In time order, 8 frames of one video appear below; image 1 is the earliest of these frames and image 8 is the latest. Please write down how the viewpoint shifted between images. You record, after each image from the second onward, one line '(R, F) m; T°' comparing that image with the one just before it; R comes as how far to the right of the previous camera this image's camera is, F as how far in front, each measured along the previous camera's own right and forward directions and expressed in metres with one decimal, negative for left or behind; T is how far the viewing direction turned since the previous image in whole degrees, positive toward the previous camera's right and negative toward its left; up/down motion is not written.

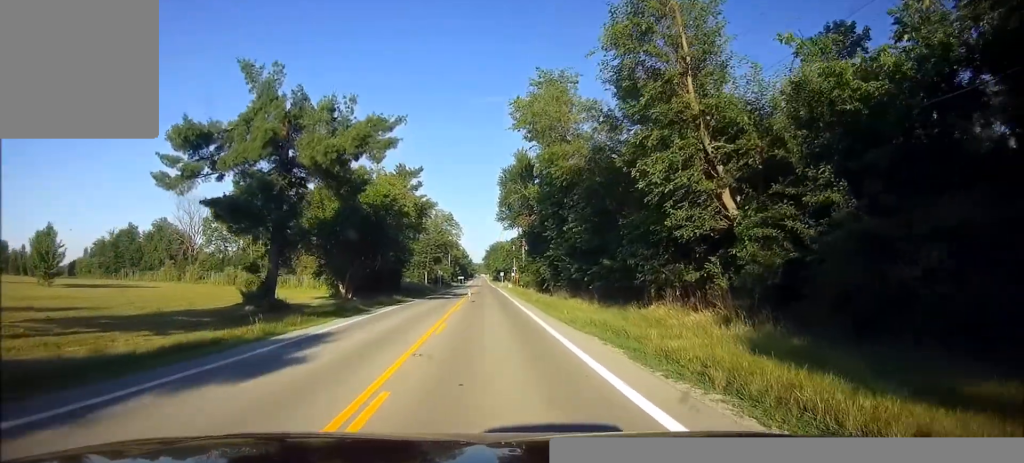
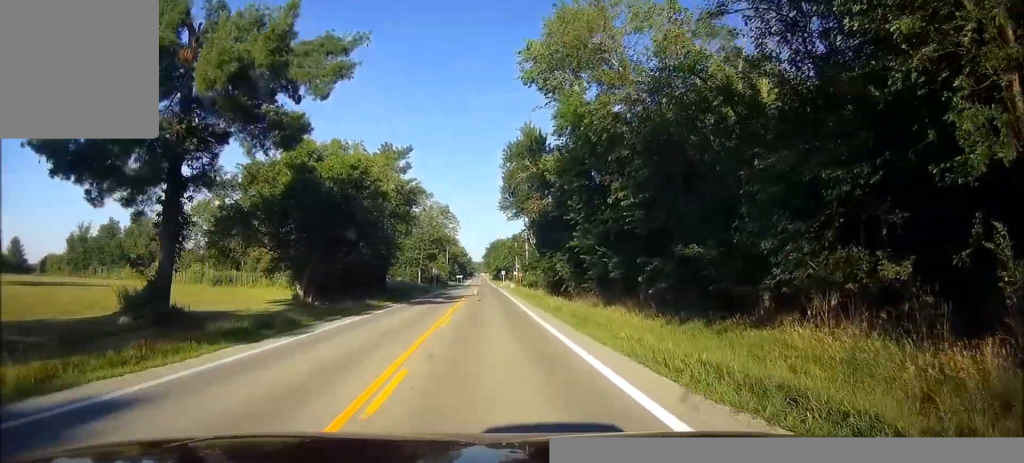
(+0.1, +10.2) m; +2°
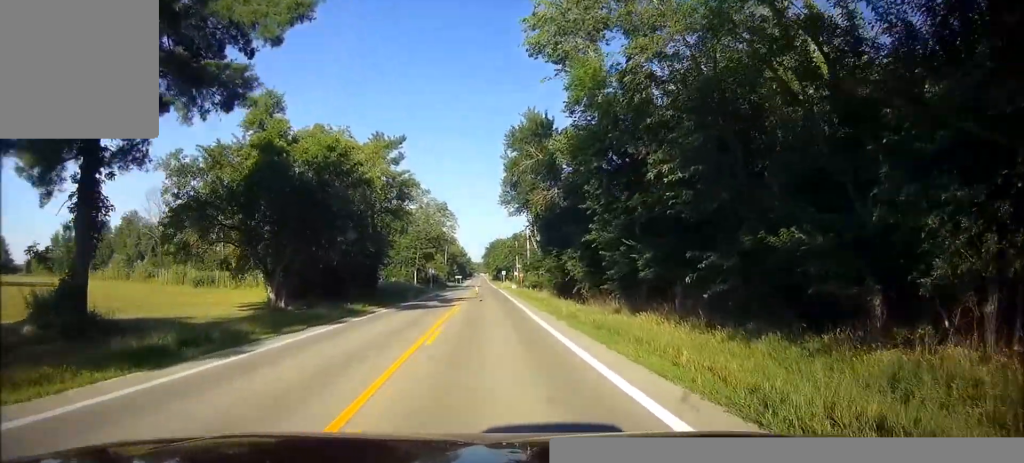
(0.0, +4.7) m; +1°
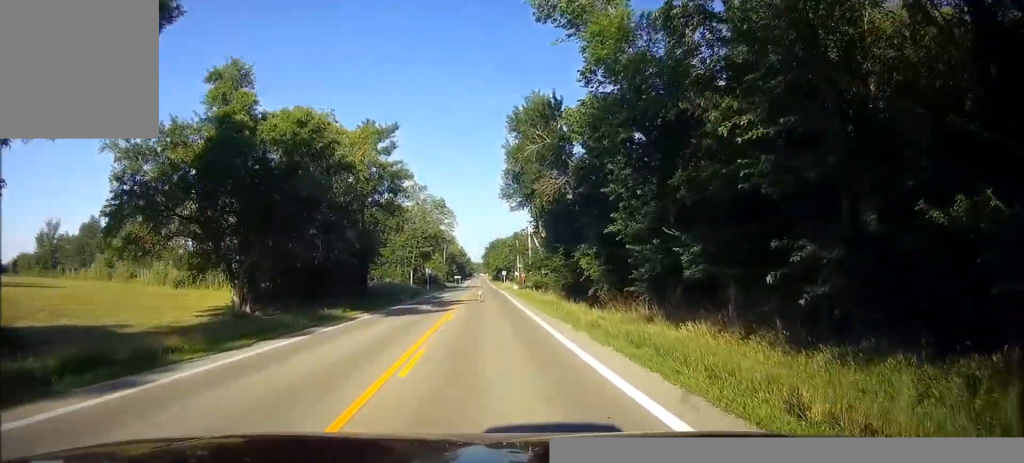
(0.0, +4.6) m; 0°
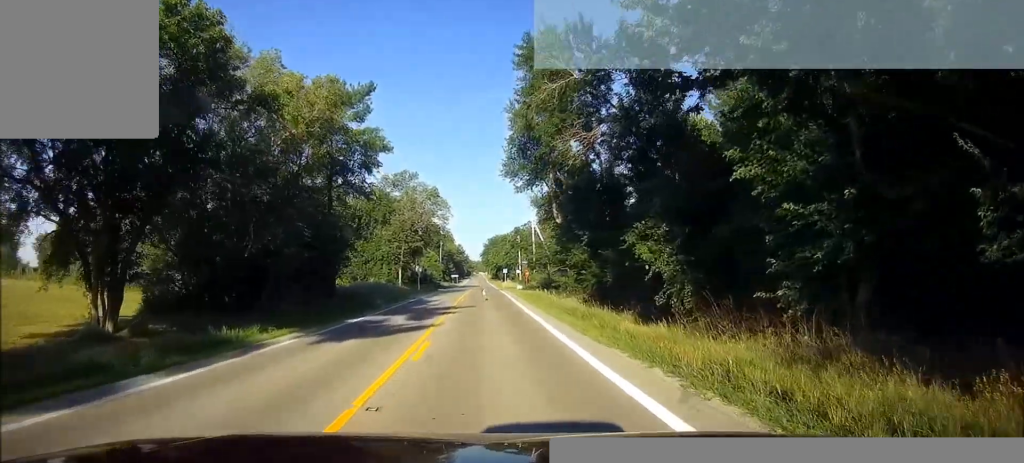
(0.0, +10.6) m; -1°
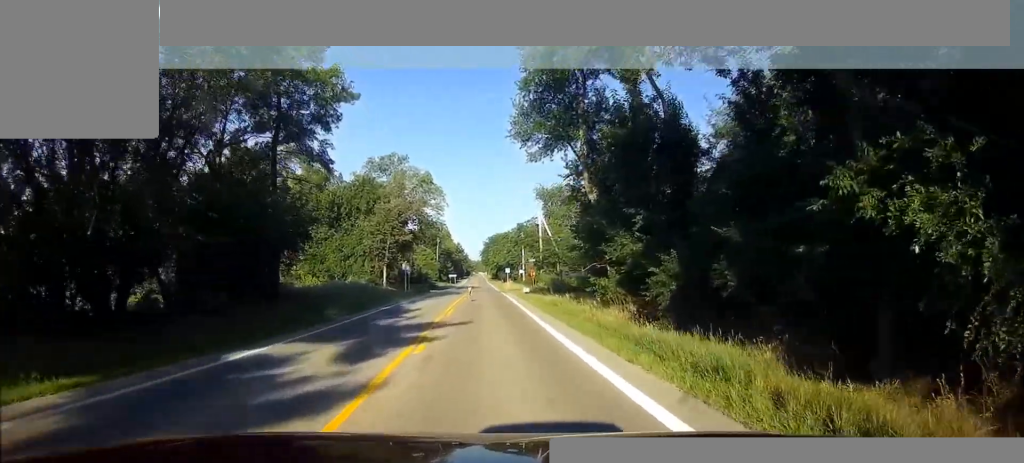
(-0.2, +11.3) m; -1°
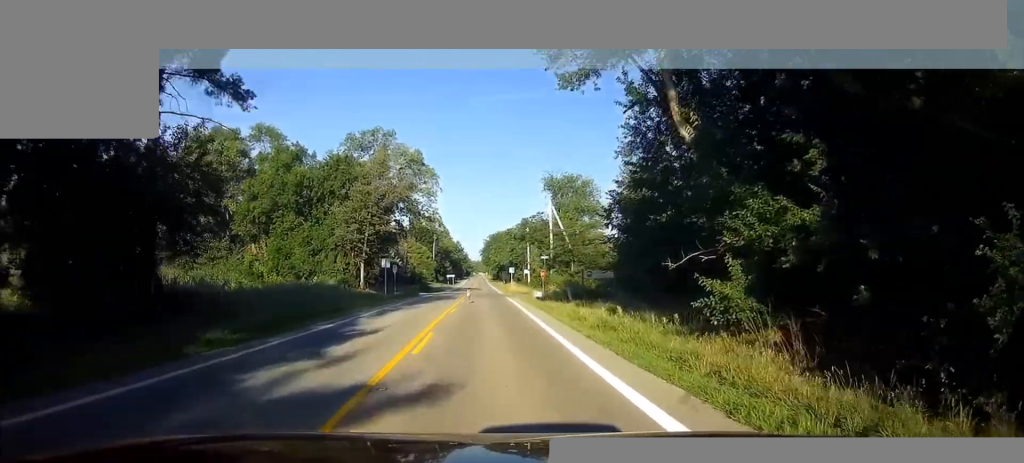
(+0.1, +12.1) m; 0°
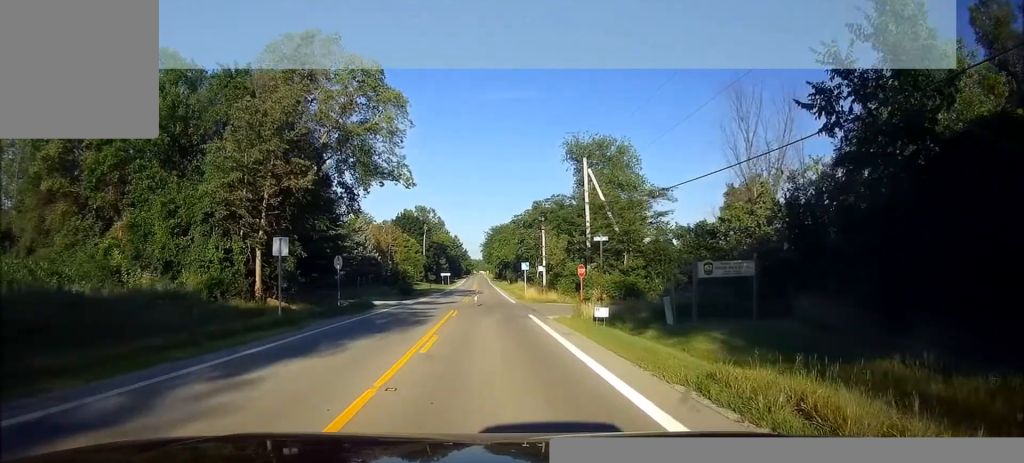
(+0.1, +24.5) m; +1°
